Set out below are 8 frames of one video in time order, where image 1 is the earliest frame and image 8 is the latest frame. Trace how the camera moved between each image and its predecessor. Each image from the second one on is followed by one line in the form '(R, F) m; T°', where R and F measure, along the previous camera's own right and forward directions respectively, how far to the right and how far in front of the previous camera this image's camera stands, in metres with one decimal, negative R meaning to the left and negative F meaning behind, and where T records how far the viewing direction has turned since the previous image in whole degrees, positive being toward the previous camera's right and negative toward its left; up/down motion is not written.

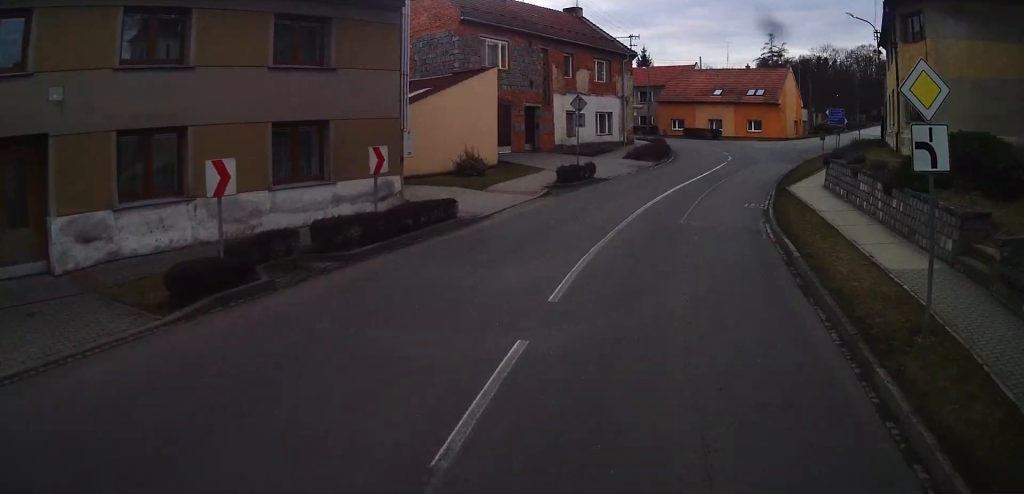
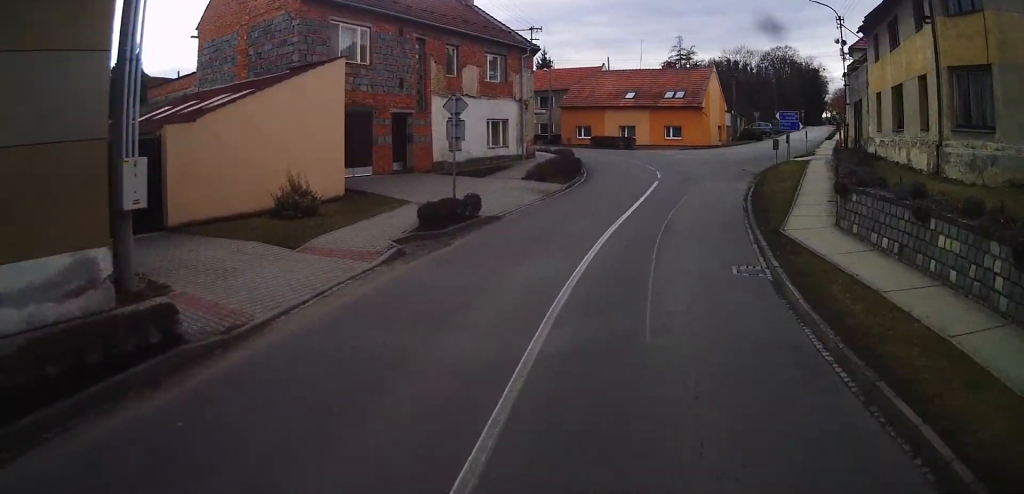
(+0.2, +7.9) m; +7°
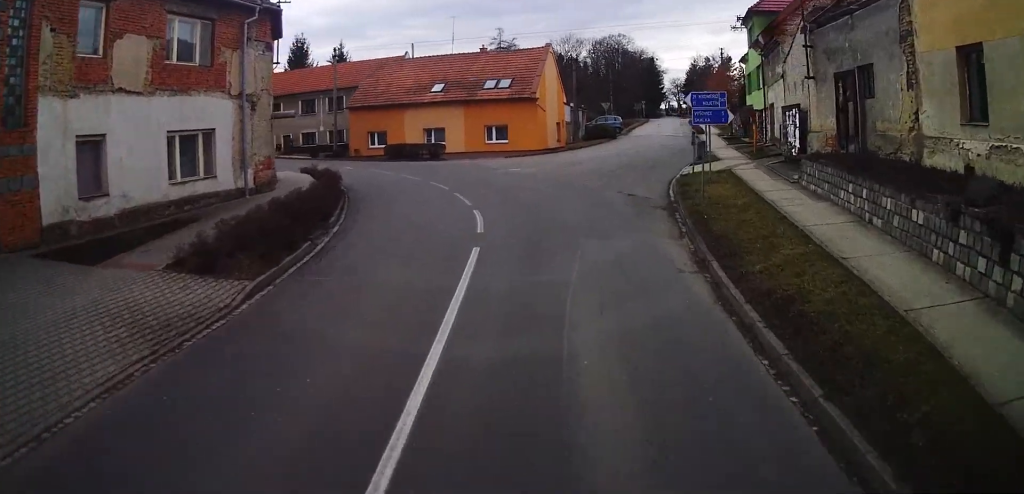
(+3.0, +13.9) m; +25°
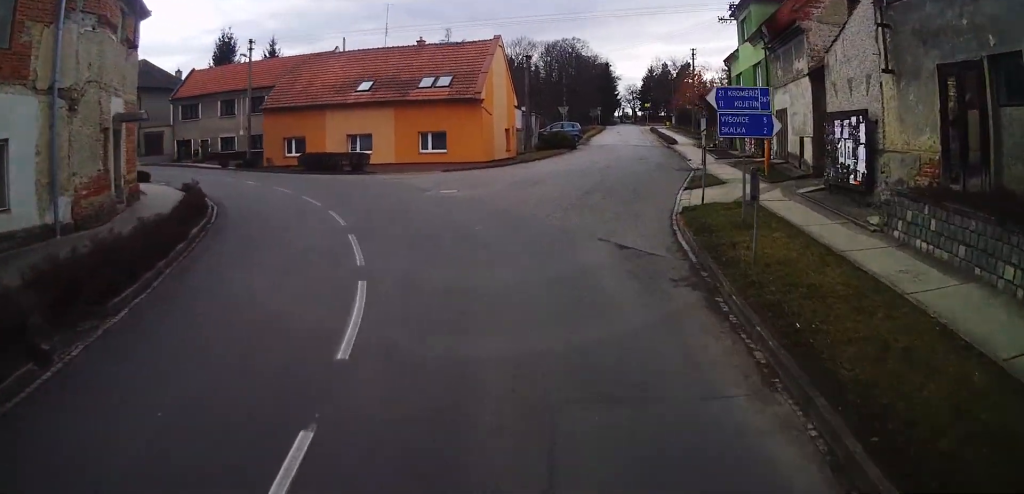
(+0.8, +7.1) m; +8°
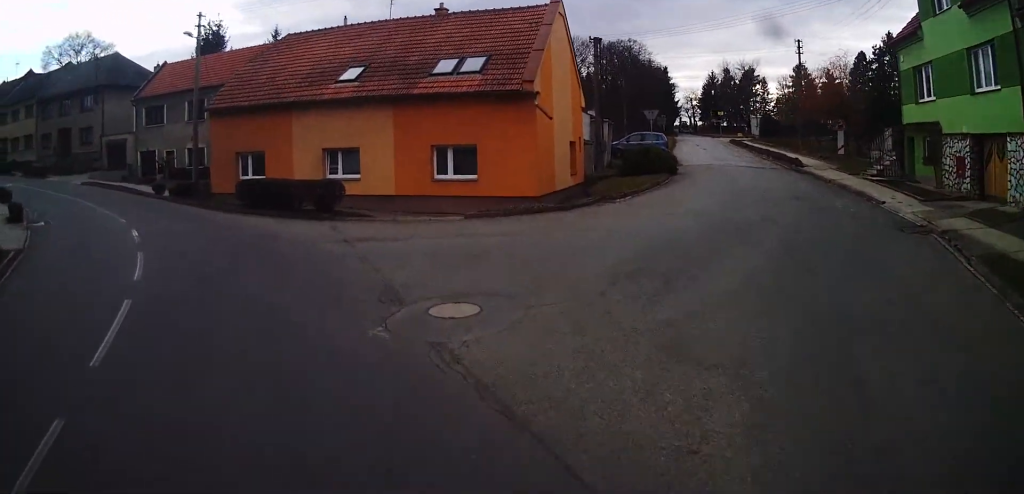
(+0.9, +14.0) m; +5°
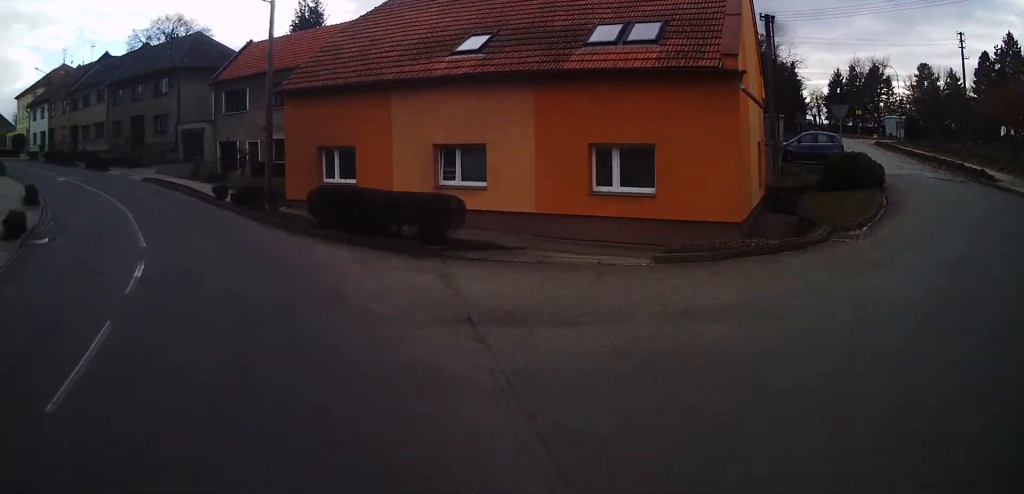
(+0.1, +6.8) m; 0°
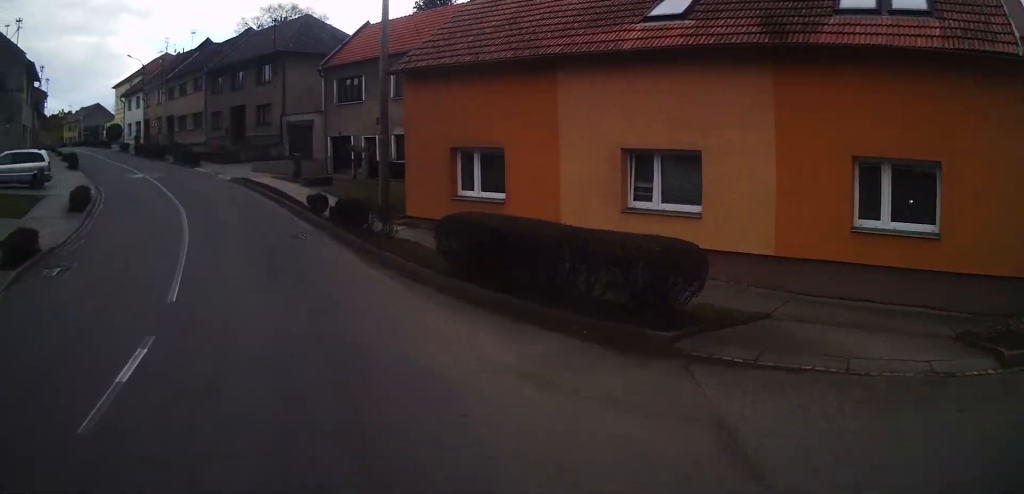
(-0.1, +5.5) m; -13°
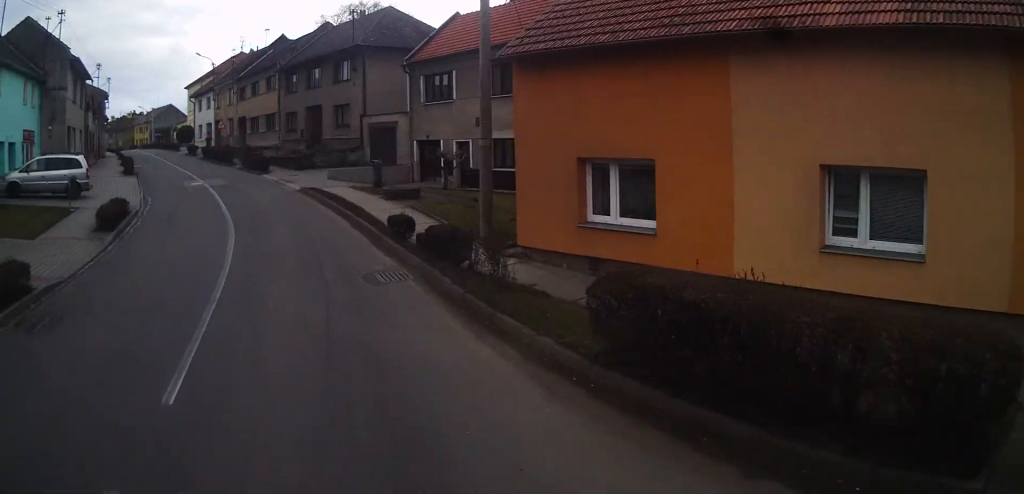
(0.0, +3.5) m; -9°
